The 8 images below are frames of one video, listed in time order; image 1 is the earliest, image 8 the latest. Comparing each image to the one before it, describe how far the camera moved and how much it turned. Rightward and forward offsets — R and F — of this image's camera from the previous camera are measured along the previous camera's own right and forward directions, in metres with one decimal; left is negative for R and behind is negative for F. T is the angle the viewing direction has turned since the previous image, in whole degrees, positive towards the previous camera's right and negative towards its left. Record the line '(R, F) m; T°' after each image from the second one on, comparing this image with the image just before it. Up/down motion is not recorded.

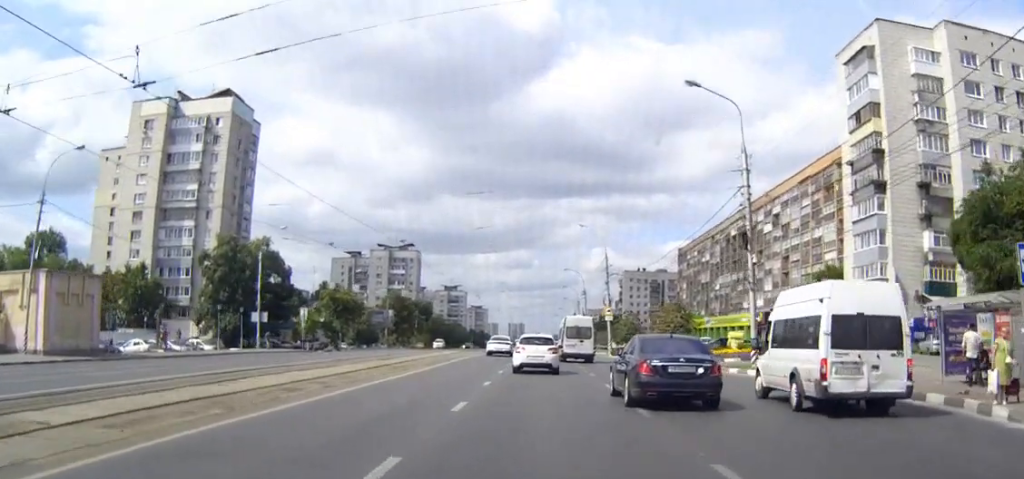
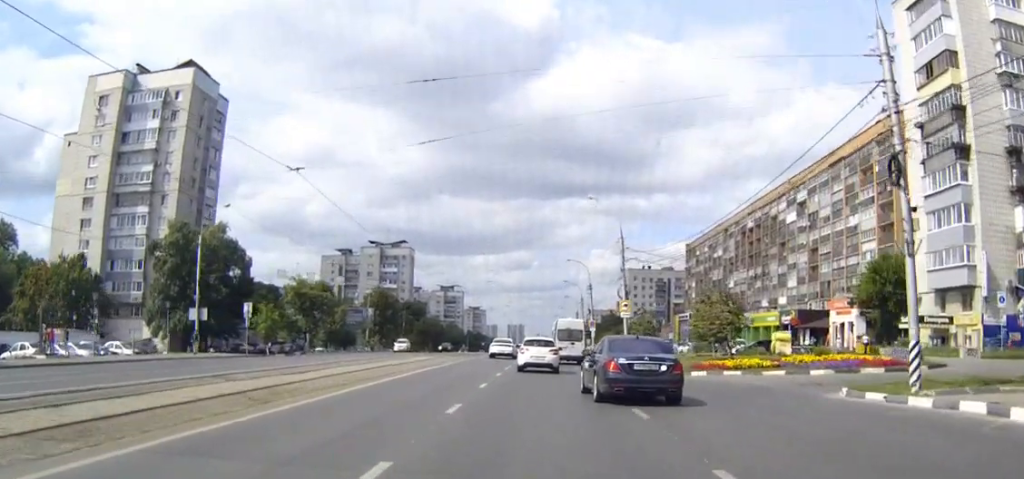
(+0.1, +16.3) m; 0°
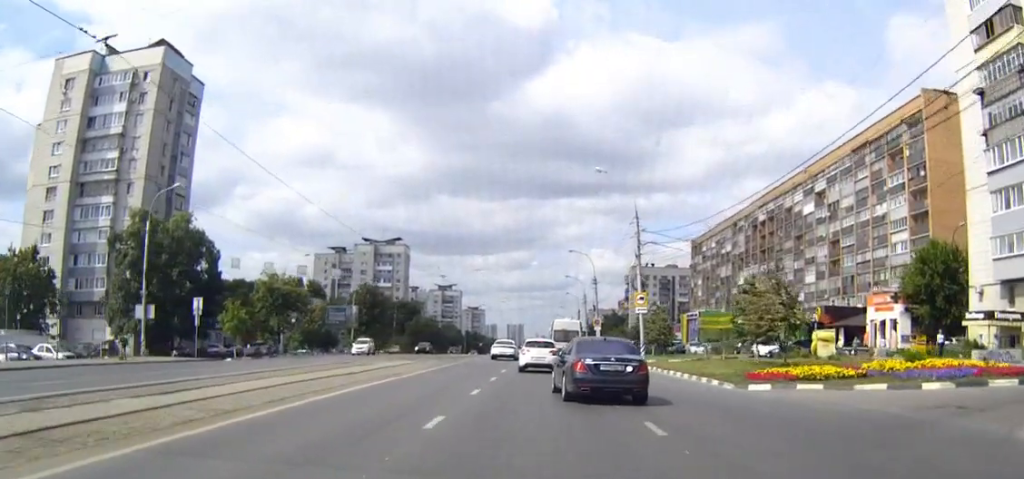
(-0.1, +10.2) m; 0°
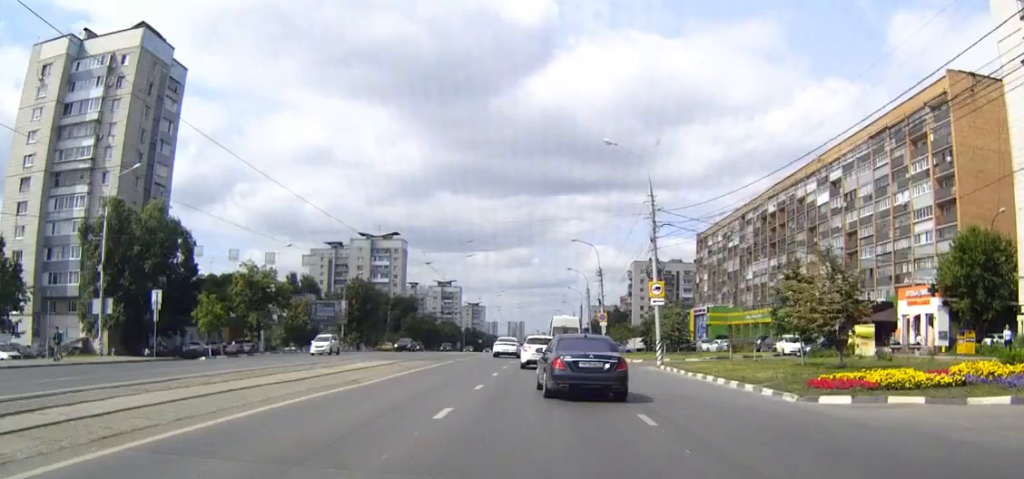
(0.0, +6.6) m; 0°
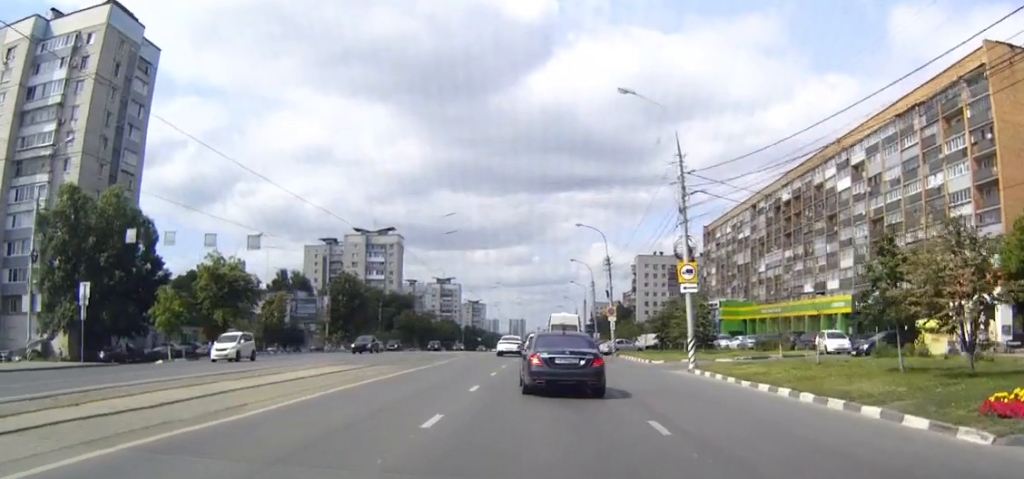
(0.0, +9.3) m; 0°
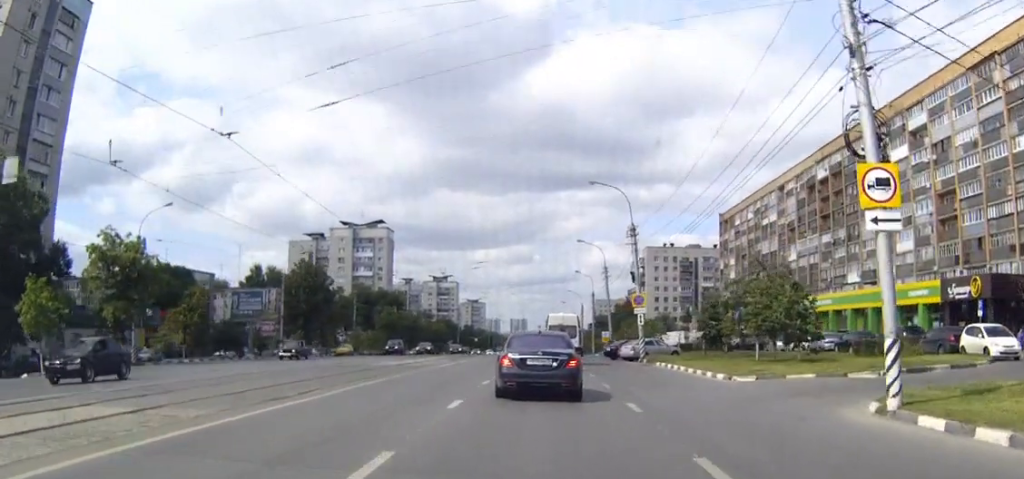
(+0.1, +20.9) m; 0°
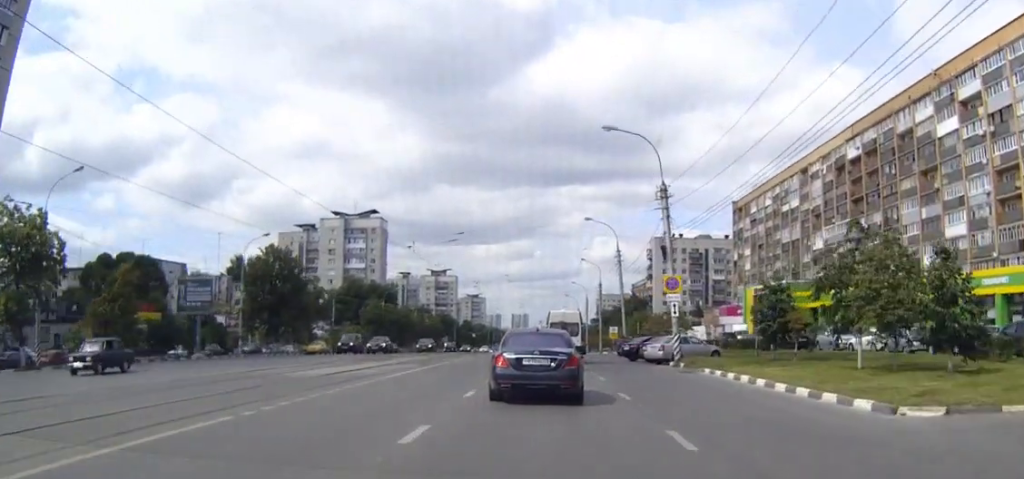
(-0.1, +13.7) m; 0°
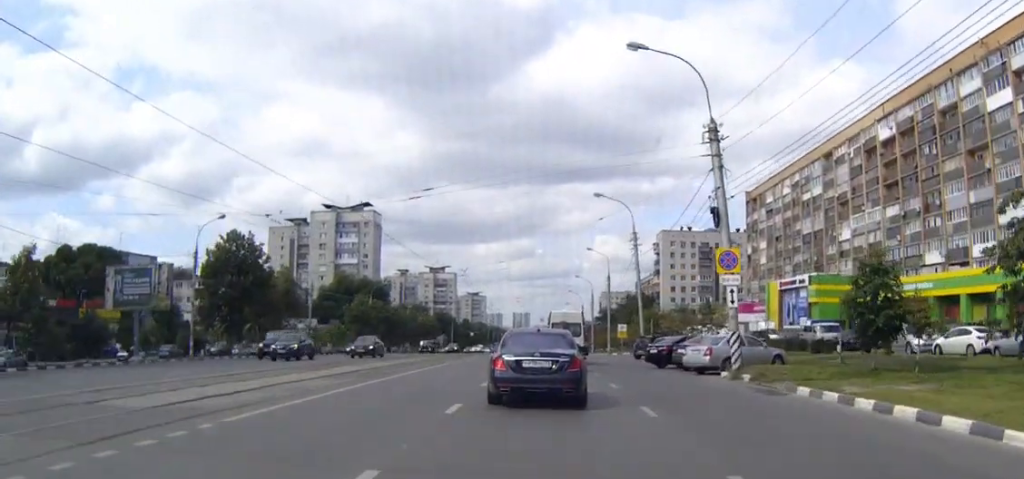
(0.0, +12.6) m; 0°
